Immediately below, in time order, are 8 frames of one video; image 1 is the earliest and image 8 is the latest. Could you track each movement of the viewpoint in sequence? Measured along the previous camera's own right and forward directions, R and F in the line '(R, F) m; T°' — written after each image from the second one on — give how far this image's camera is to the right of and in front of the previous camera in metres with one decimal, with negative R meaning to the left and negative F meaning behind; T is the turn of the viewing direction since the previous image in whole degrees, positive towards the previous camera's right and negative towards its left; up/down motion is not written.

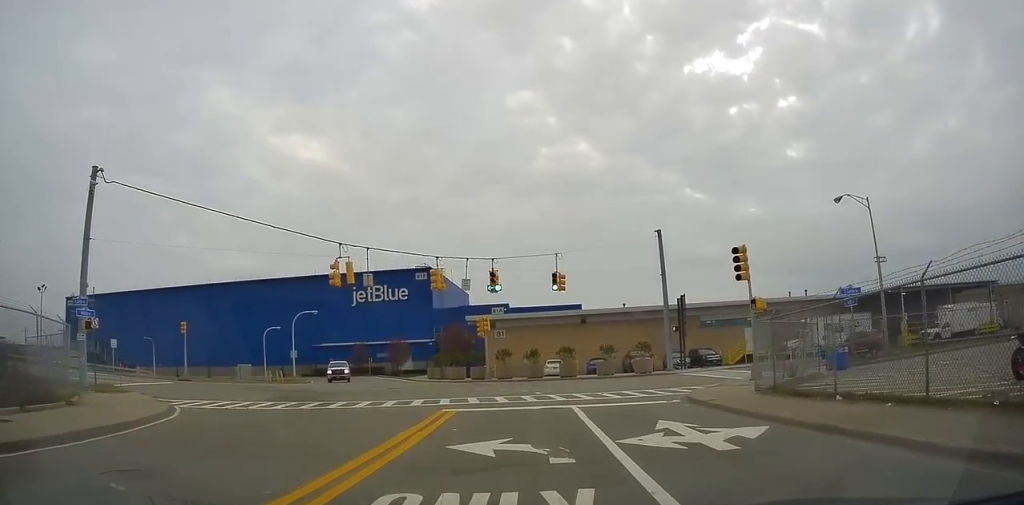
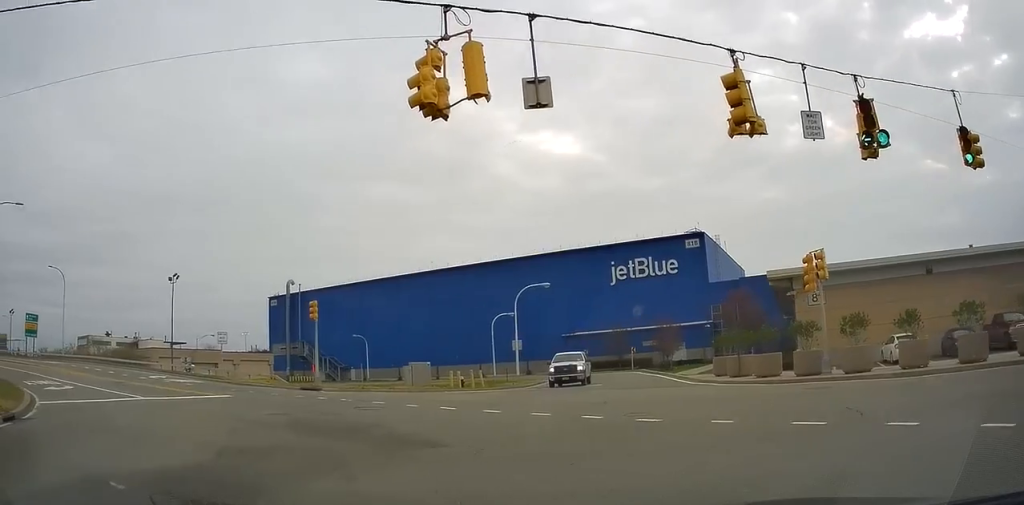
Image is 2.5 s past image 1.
(+1.1, +28.1) m; -4°
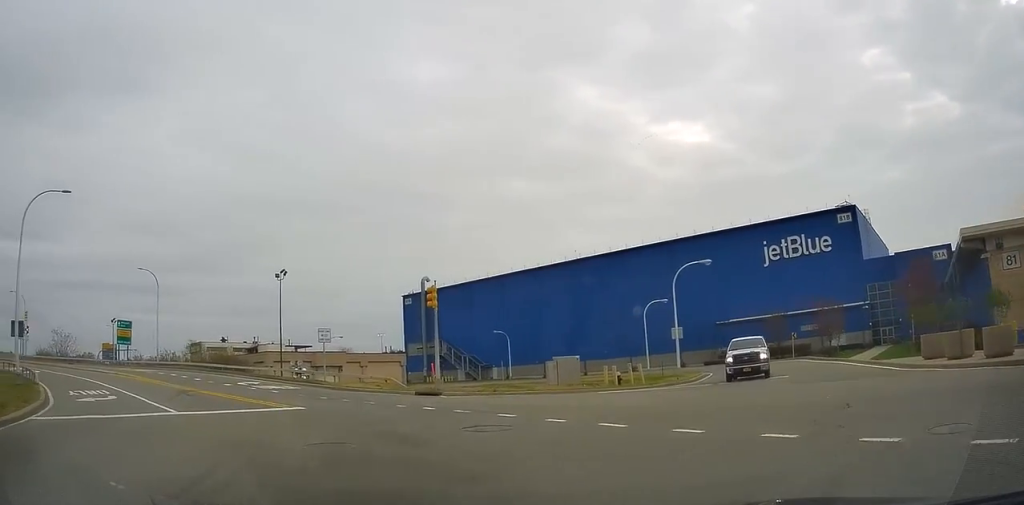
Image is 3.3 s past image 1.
(-1.6, +7.0) m; -12°
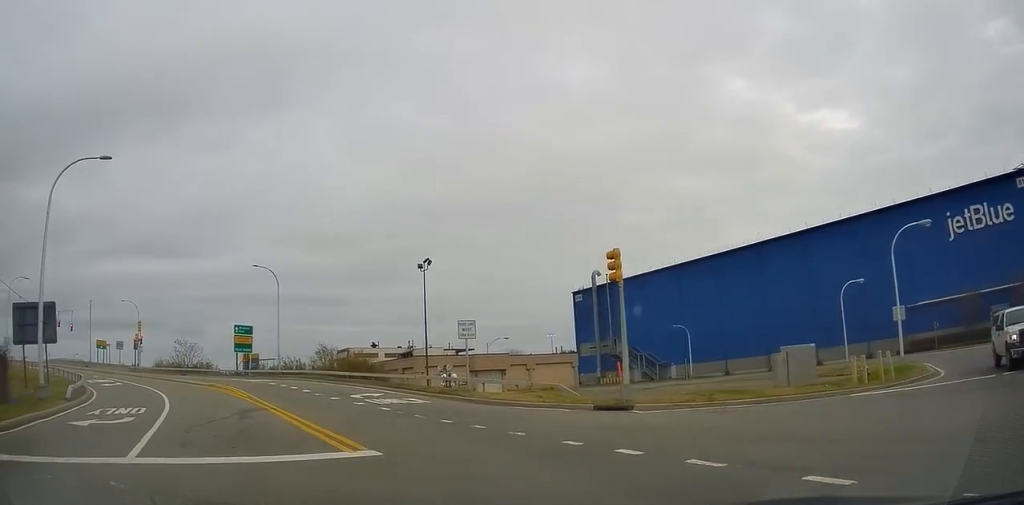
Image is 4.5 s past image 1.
(-0.3, +7.9) m; -9°
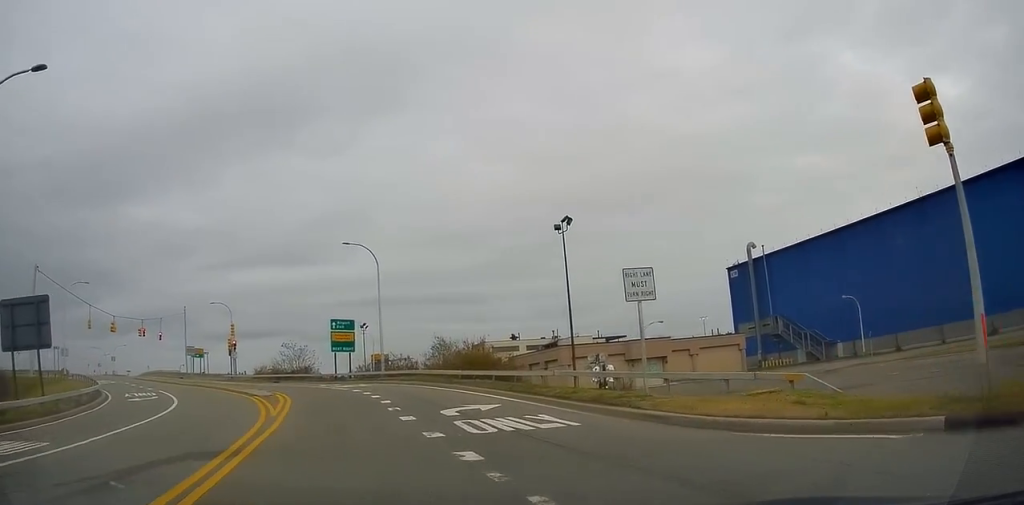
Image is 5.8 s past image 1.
(-2.0, +9.5) m; -24°
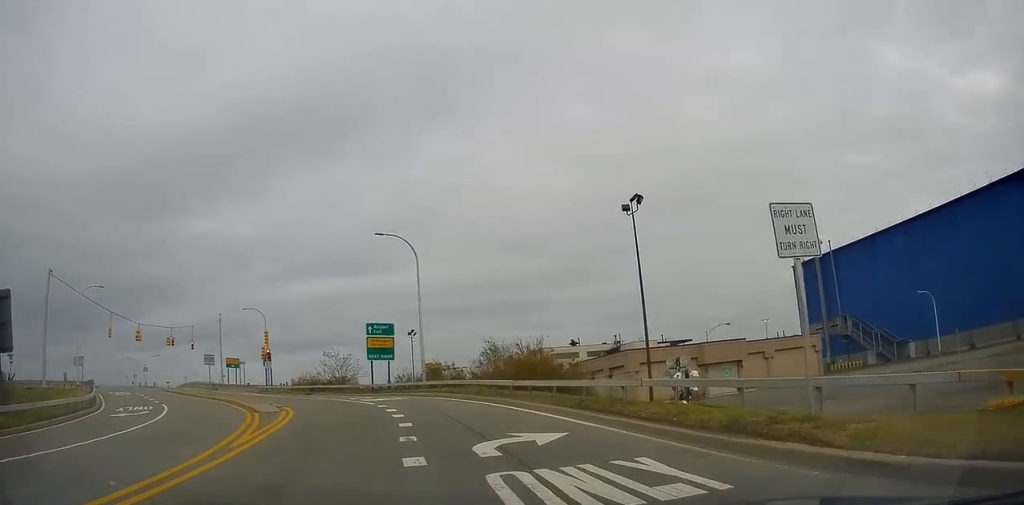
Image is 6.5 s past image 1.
(-0.6, +5.0) m; -11°
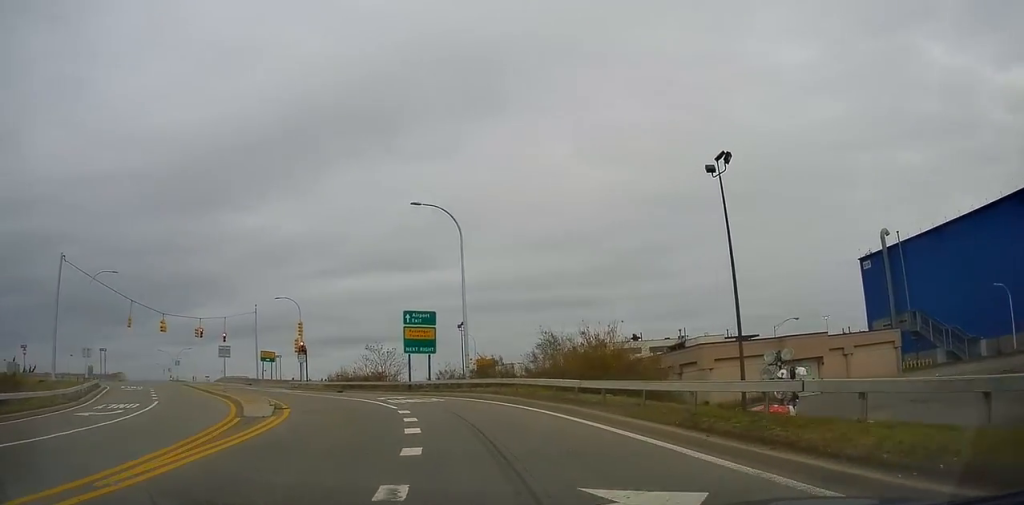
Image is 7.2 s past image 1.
(-0.4, +4.9) m; -4°
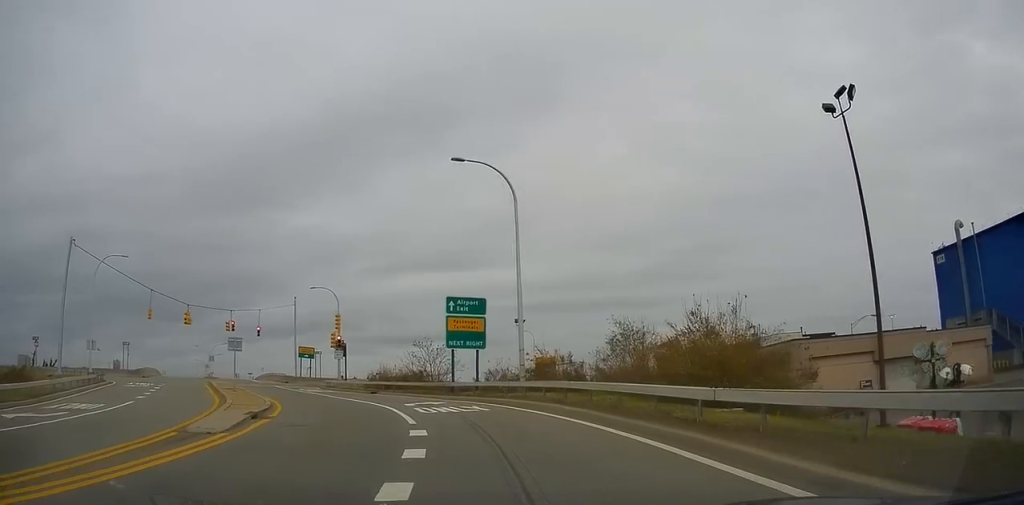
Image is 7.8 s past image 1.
(-0.2, +5.5) m; -5°
